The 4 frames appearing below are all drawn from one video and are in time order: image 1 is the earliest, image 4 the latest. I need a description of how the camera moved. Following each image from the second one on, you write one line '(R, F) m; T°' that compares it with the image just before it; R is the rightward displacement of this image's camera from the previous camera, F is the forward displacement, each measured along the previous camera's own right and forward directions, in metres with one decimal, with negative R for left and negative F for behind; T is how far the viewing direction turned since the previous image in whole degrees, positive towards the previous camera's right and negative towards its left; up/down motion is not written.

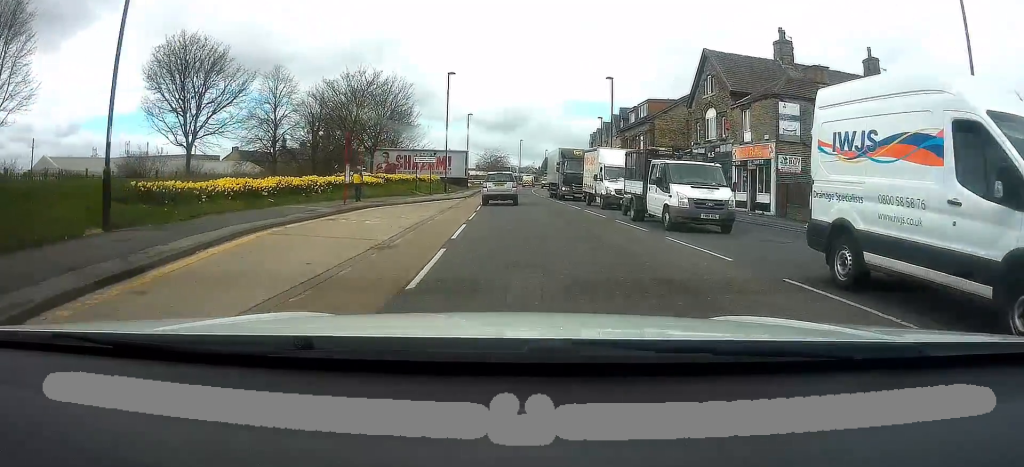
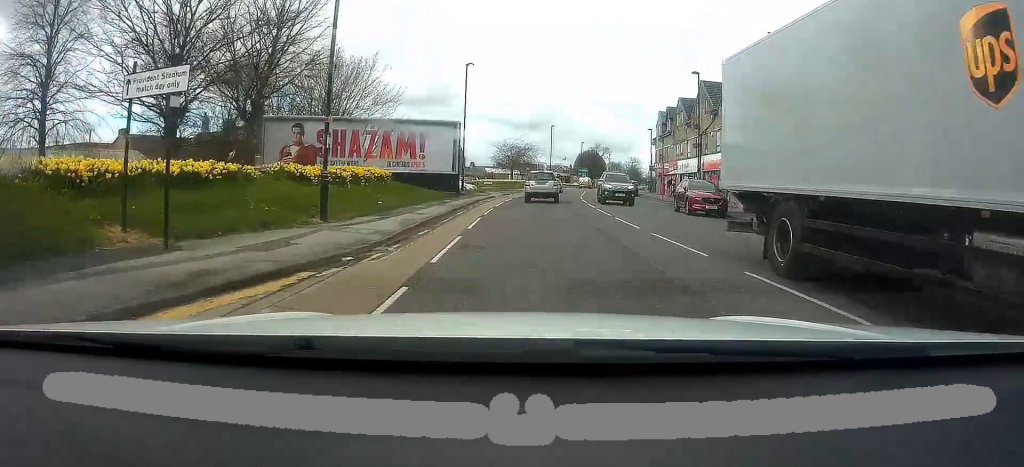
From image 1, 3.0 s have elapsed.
(-0.5, +35.8) m; -1°
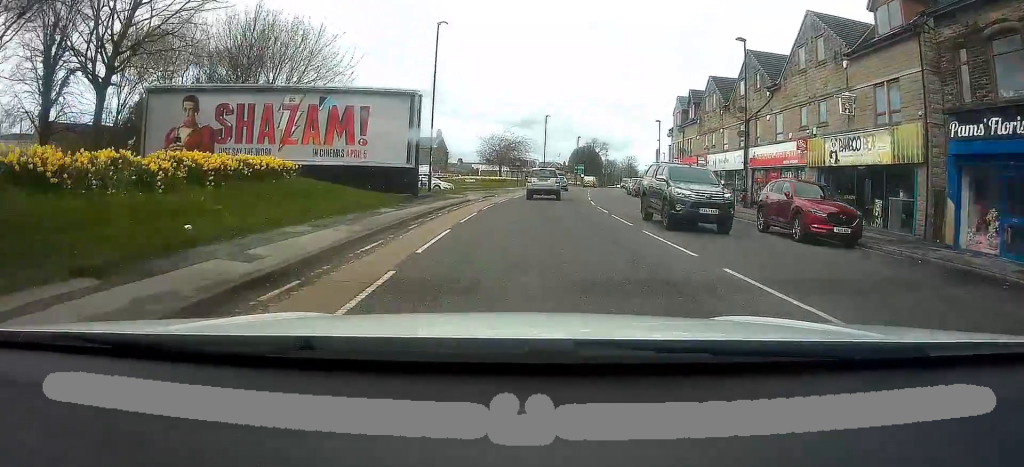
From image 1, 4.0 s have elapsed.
(0.0, +12.1) m; 0°
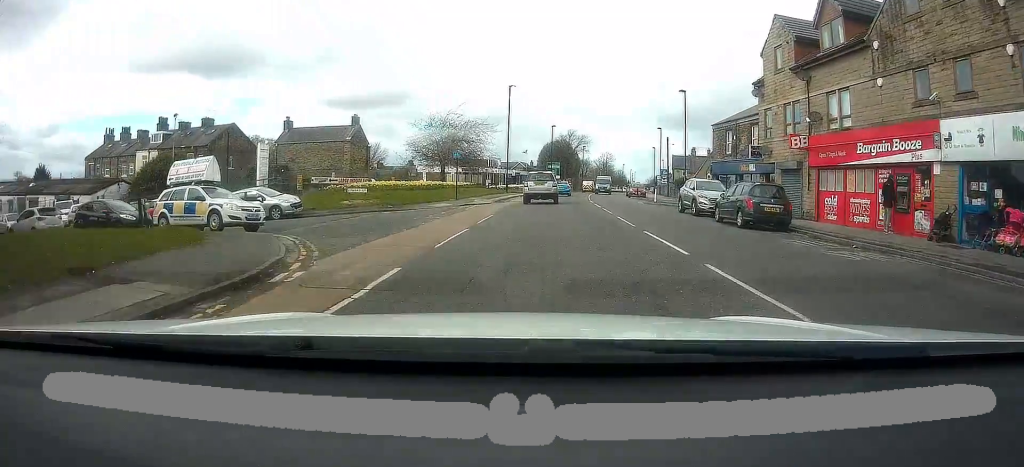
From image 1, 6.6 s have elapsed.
(+1.0, +29.7) m; +4°
